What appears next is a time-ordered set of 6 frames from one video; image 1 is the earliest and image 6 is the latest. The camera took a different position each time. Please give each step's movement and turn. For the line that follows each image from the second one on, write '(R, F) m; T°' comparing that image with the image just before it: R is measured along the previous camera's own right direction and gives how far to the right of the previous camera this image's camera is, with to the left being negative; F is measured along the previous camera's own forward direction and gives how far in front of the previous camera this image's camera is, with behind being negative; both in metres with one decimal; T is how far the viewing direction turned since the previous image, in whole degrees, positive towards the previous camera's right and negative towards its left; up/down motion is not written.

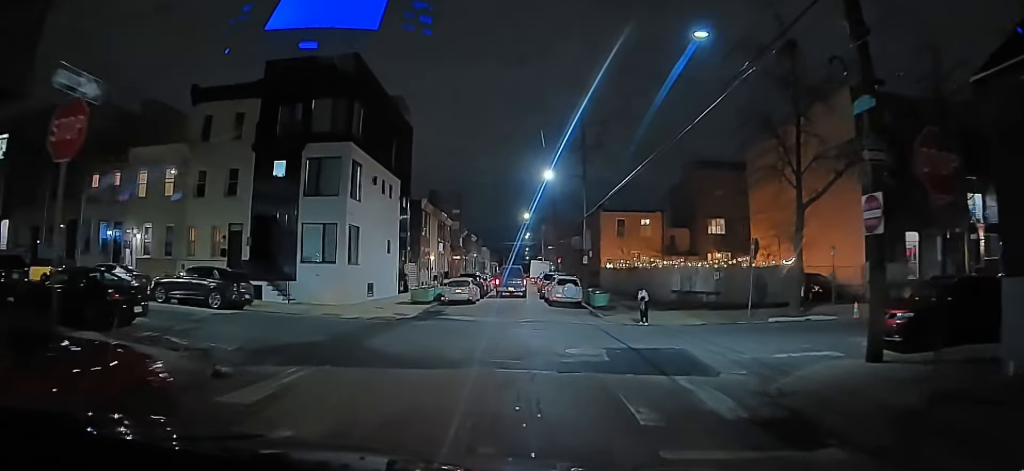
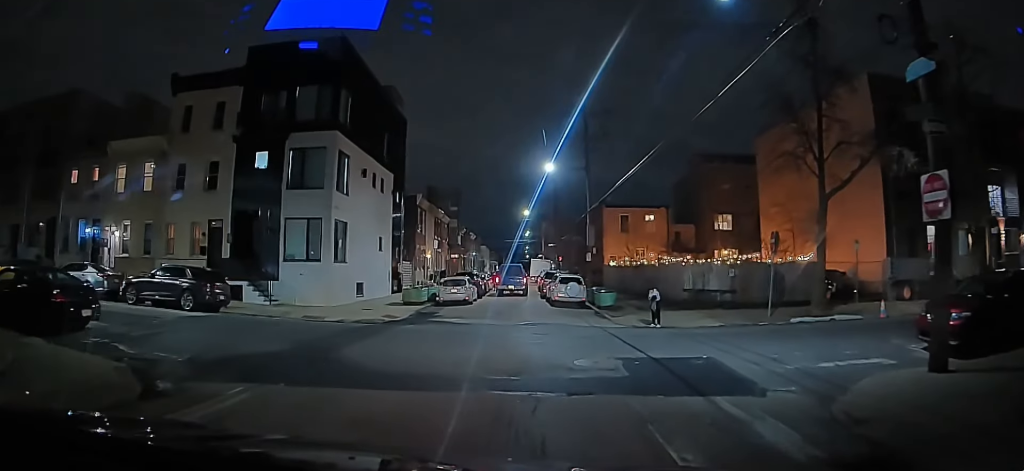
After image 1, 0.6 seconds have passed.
(0.0, +1.3) m; +1°
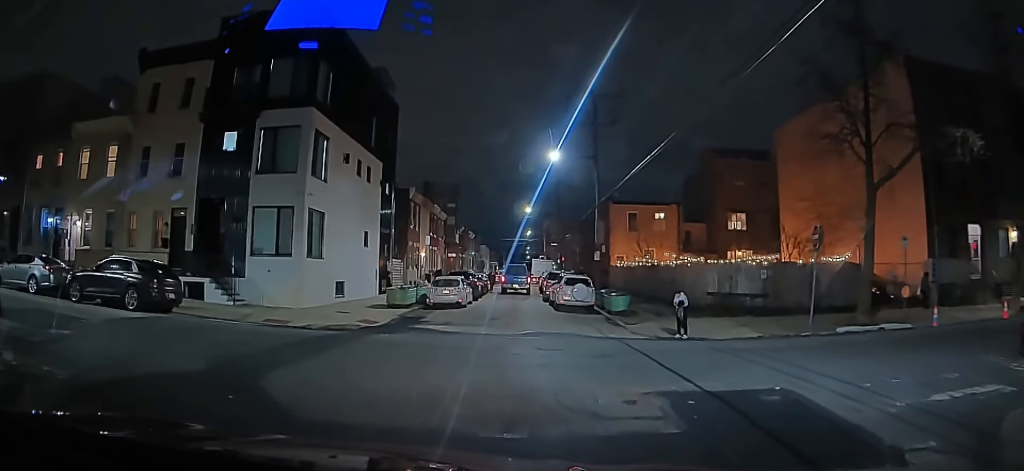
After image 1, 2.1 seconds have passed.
(-0.1, +2.5) m; -12°
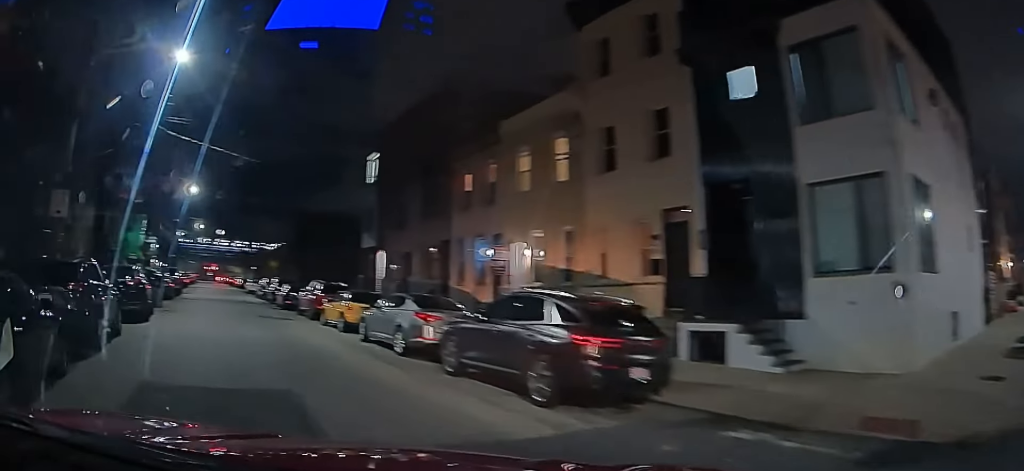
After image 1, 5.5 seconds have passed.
(-7.5, +9.8) m; -61°
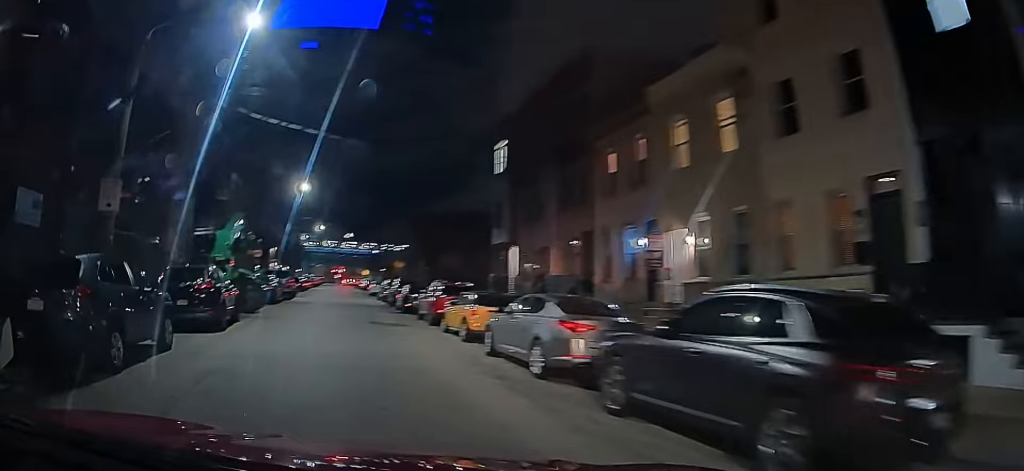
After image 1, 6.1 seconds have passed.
(-0.4, +4.0) m; -6°
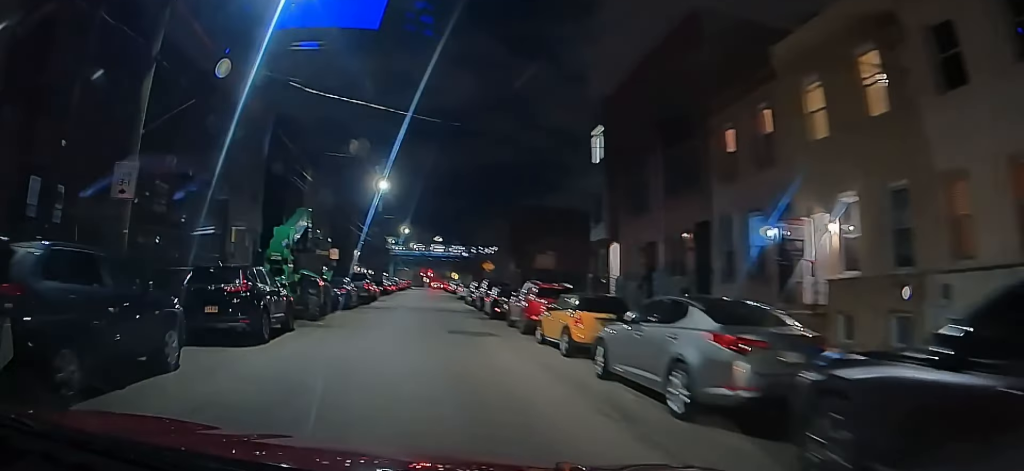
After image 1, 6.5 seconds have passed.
(0.0, +3.1) m; -5°
